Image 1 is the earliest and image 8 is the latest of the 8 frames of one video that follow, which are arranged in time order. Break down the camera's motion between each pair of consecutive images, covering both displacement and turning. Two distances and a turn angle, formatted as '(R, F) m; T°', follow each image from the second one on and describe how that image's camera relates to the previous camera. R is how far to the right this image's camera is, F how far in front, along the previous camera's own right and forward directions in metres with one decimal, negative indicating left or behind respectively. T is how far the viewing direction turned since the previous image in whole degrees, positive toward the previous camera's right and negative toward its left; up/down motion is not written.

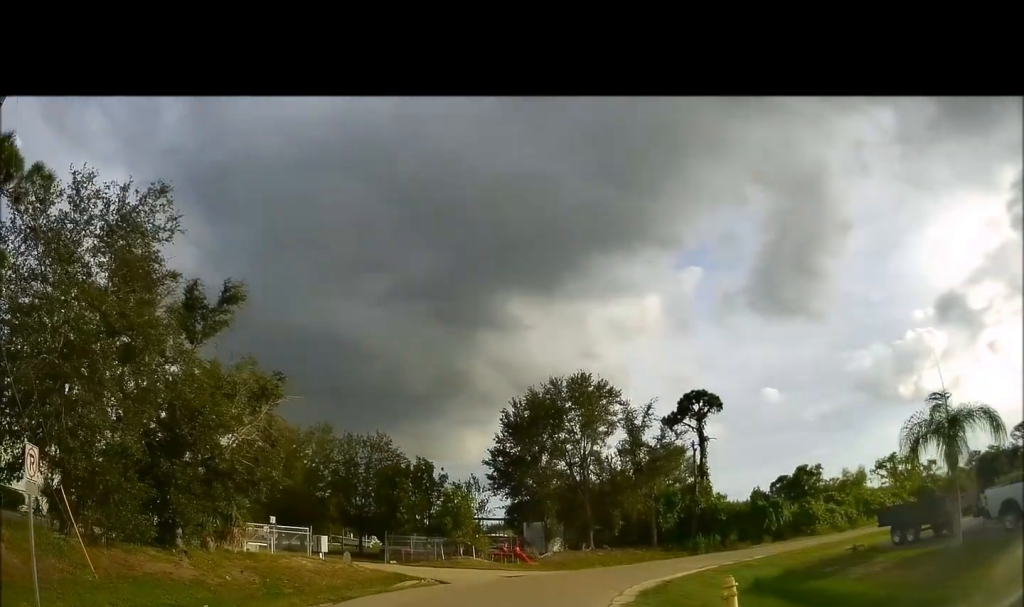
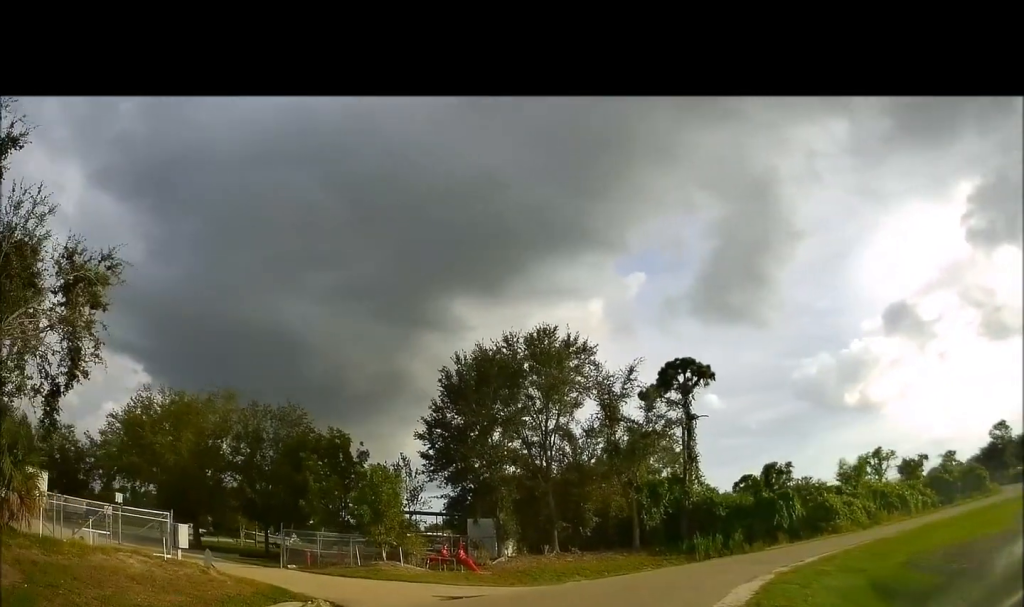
(+0.9, +12.0) m; +3°
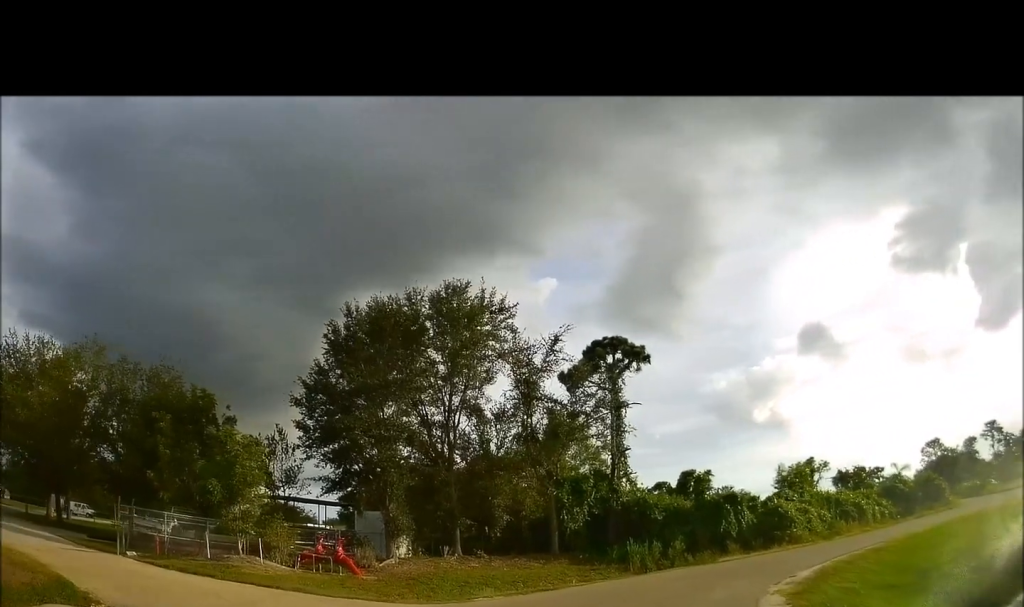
(-0.2, +7.3) m; +9°
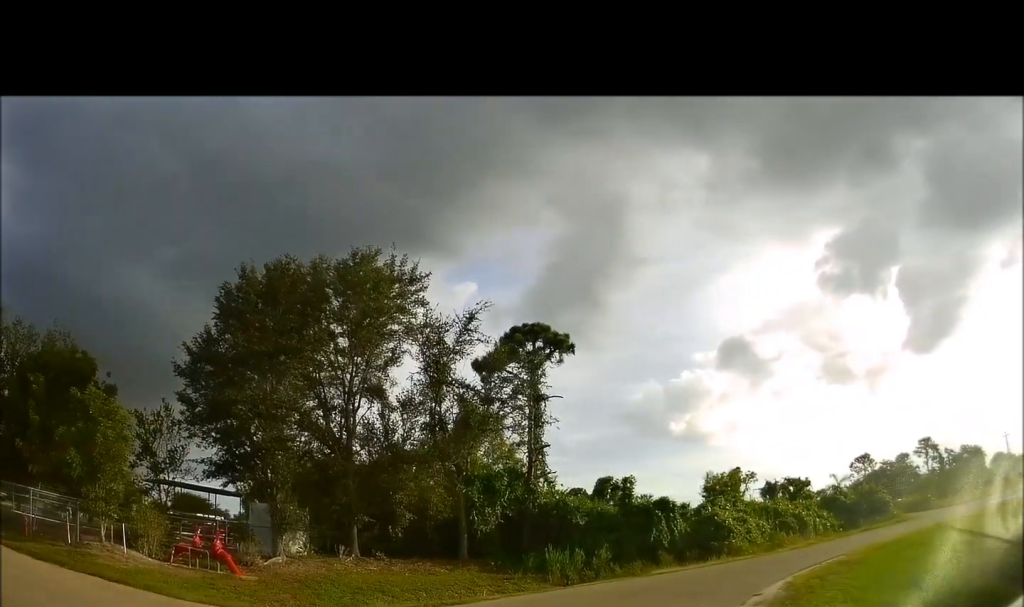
(+0.4, +3.7) m; +8°
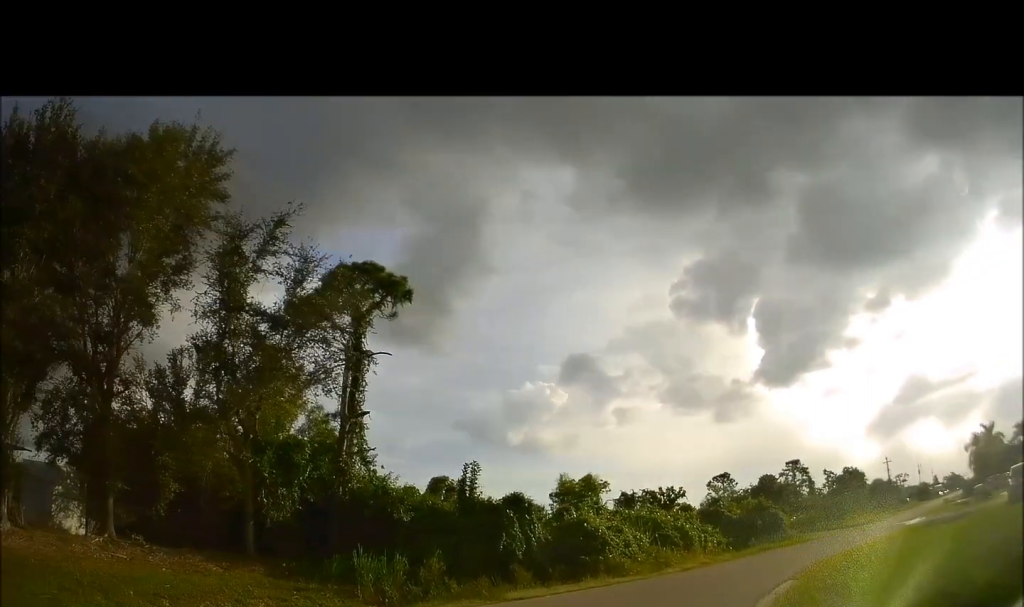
(+0.5, +7.8) m; +9°
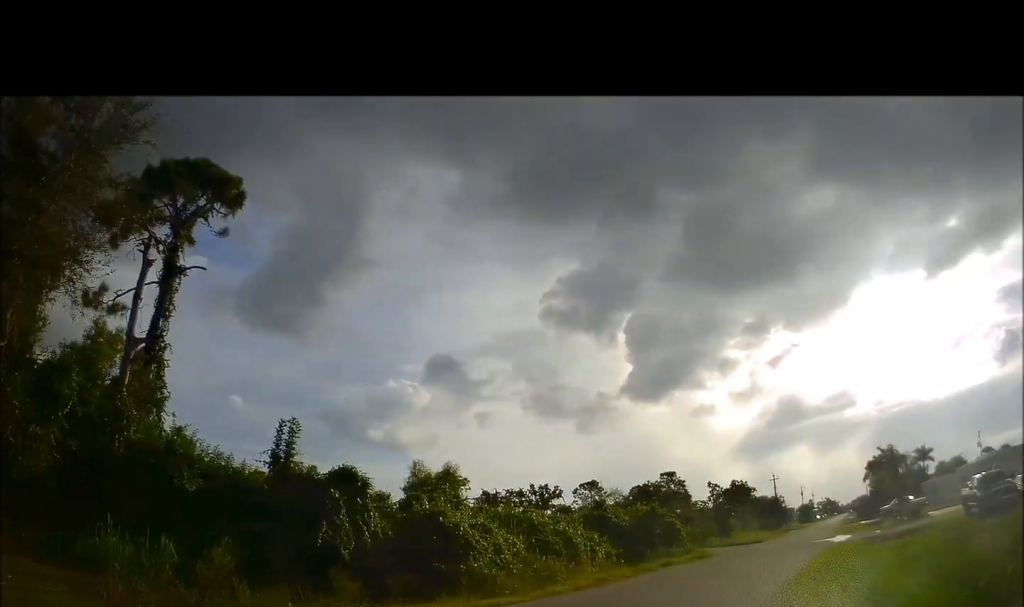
(+1.3, +6.3) m; +18°
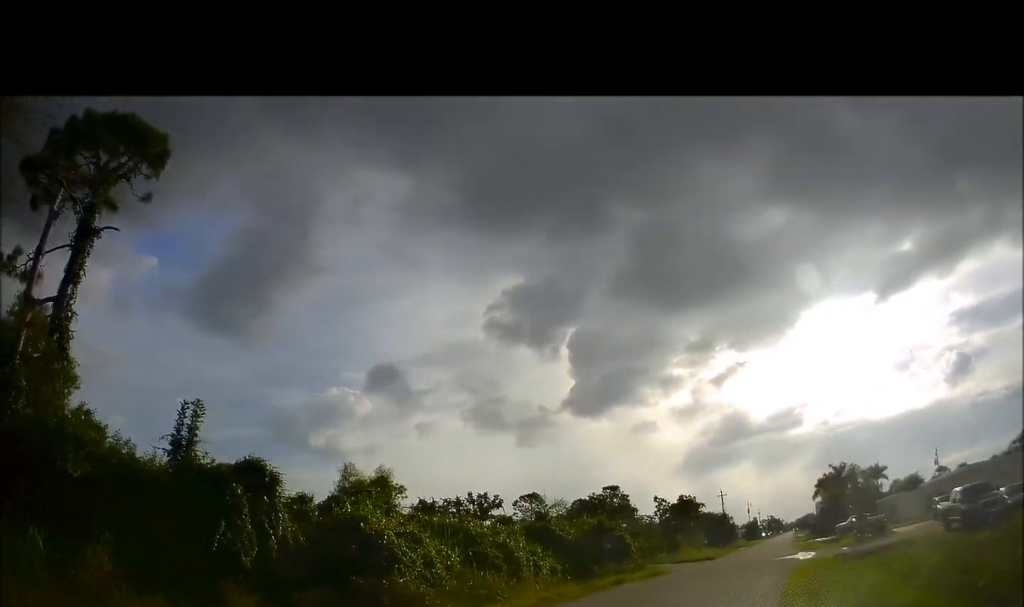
(+0.1, +2.3) m; +3°
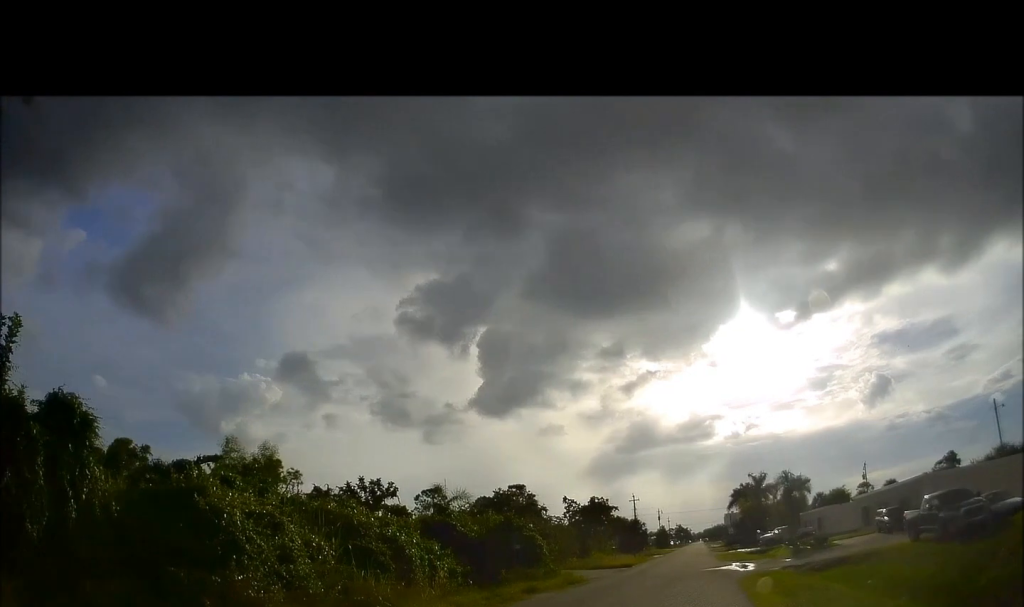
(+0.1, +3.8) m; +6°
